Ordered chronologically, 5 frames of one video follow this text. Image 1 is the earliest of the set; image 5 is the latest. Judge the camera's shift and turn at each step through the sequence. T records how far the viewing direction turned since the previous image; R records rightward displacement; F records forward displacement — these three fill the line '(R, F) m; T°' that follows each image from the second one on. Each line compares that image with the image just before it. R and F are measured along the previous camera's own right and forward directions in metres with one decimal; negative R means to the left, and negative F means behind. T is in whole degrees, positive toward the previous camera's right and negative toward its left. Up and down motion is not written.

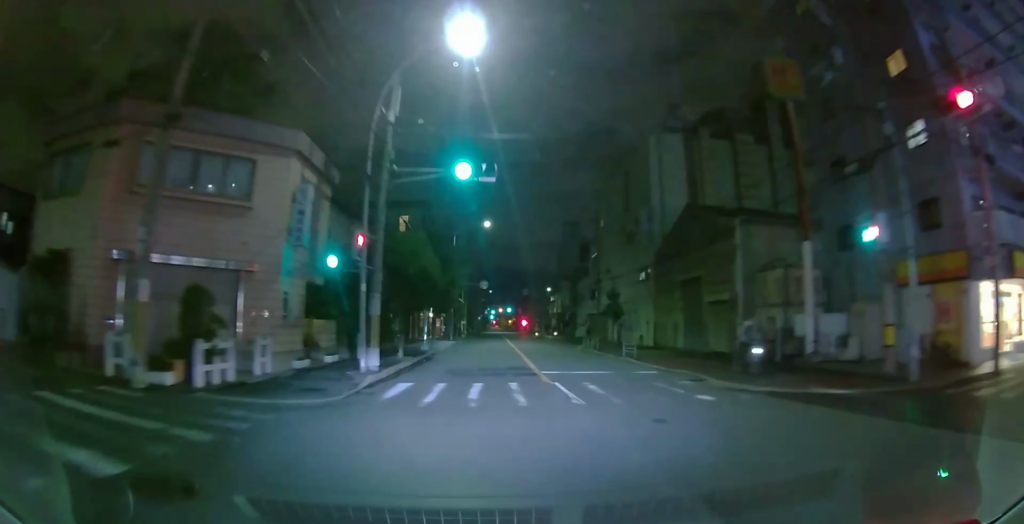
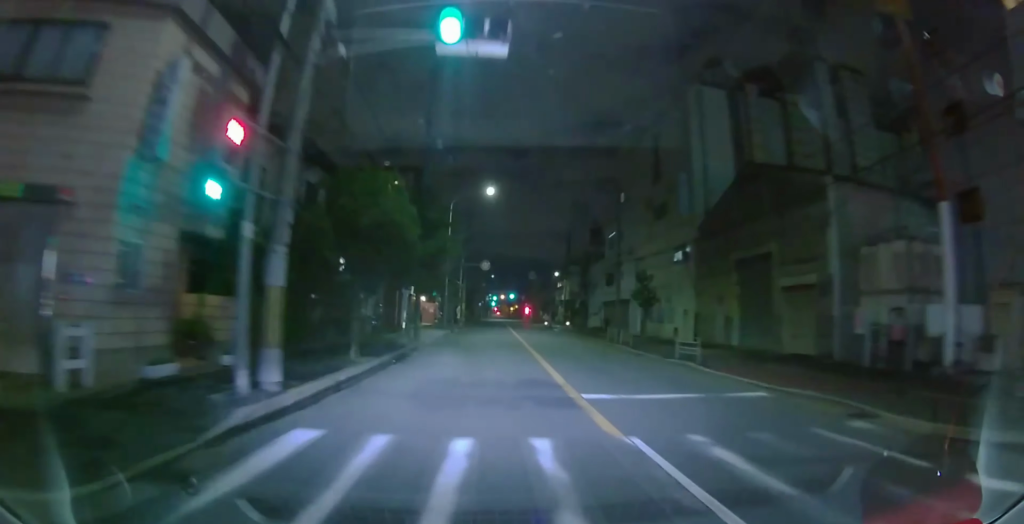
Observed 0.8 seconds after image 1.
(+0.1, +7.2) m; +1°
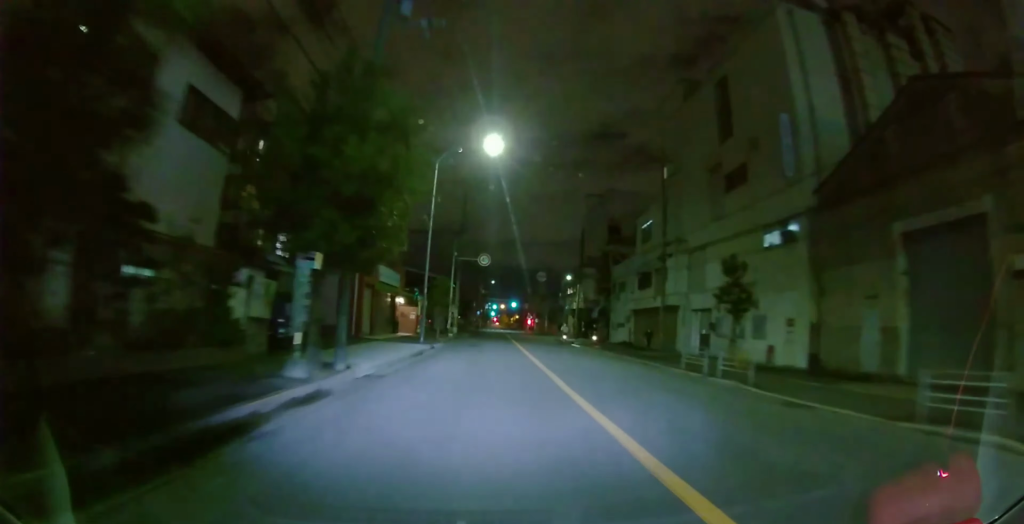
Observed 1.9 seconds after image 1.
(+0.1, +11.4) m; 0°
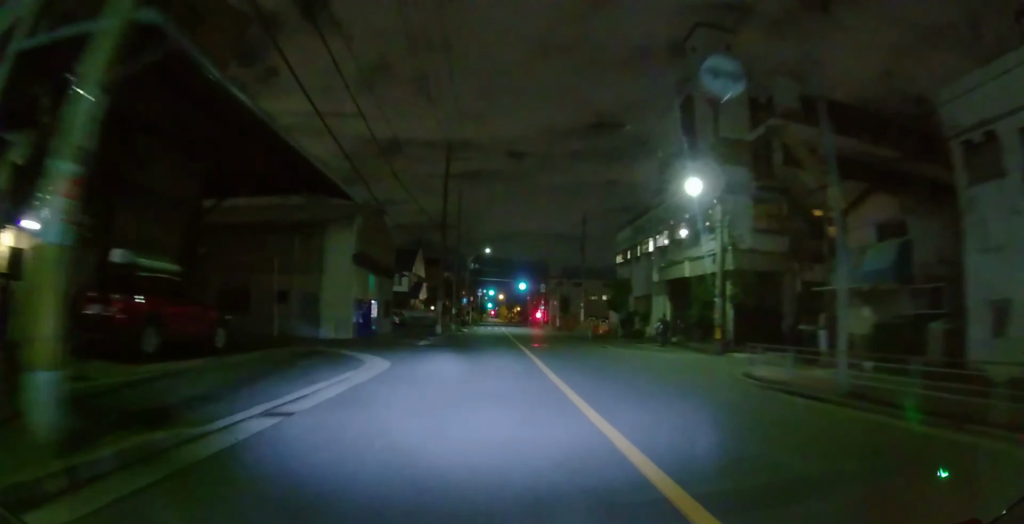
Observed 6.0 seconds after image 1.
(-0.4, +41.9) m; -1°
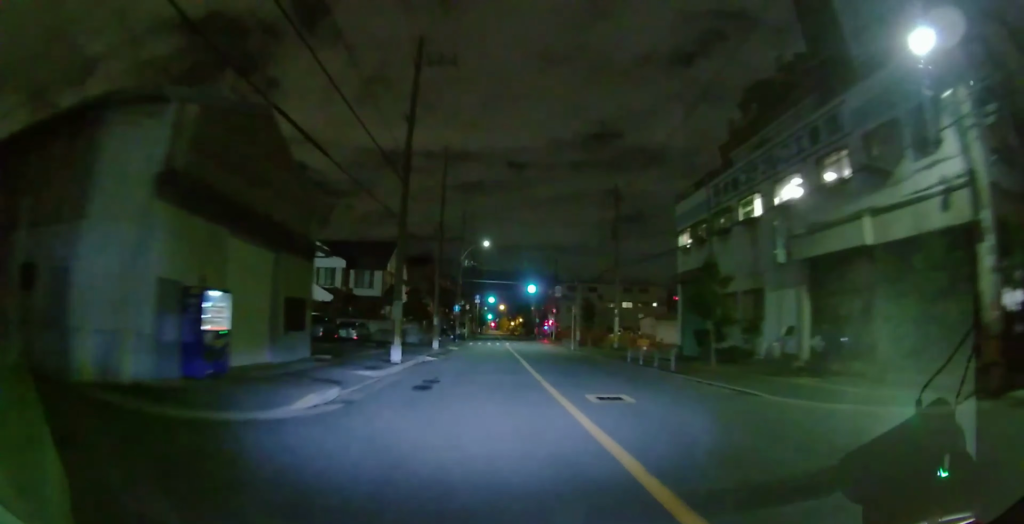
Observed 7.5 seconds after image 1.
(+0.3, +15.3) m; +1°
